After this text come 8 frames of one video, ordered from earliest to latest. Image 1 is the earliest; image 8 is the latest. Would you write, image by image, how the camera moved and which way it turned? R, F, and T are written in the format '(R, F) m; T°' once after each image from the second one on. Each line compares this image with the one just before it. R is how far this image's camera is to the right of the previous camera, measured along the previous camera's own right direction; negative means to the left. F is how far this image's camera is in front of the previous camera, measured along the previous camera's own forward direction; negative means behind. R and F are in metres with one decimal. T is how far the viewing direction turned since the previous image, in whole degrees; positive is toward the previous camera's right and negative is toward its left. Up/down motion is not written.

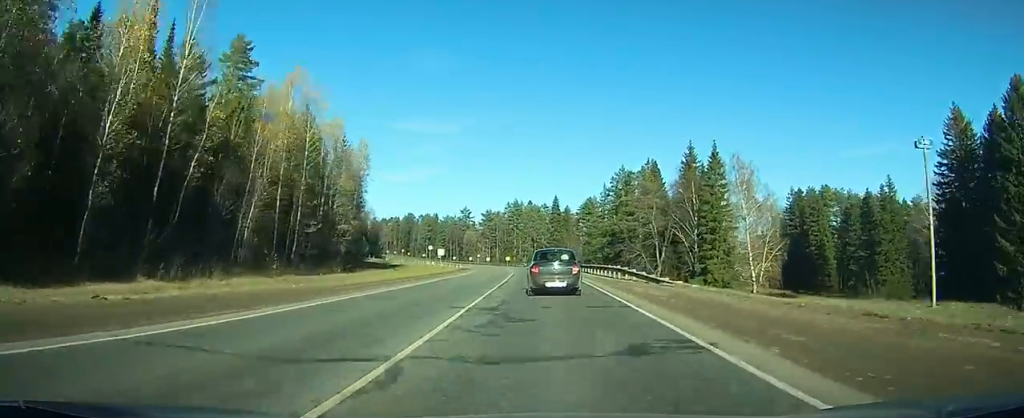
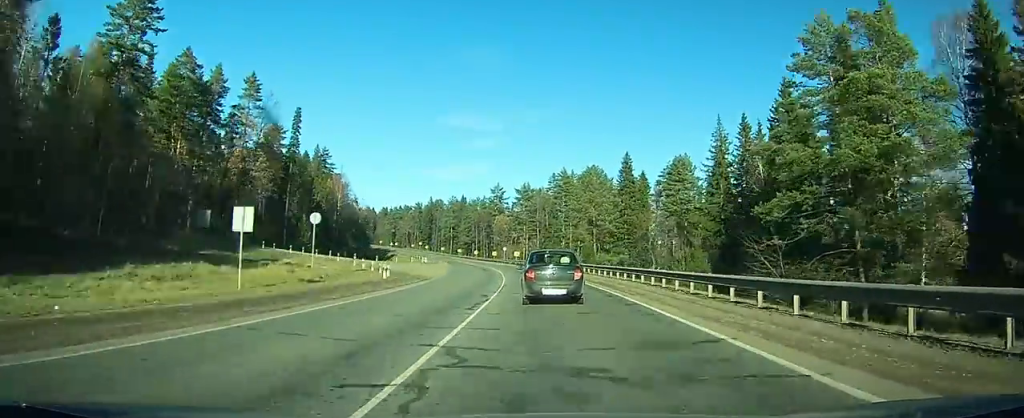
(-3.1, +68.6) m; -5°
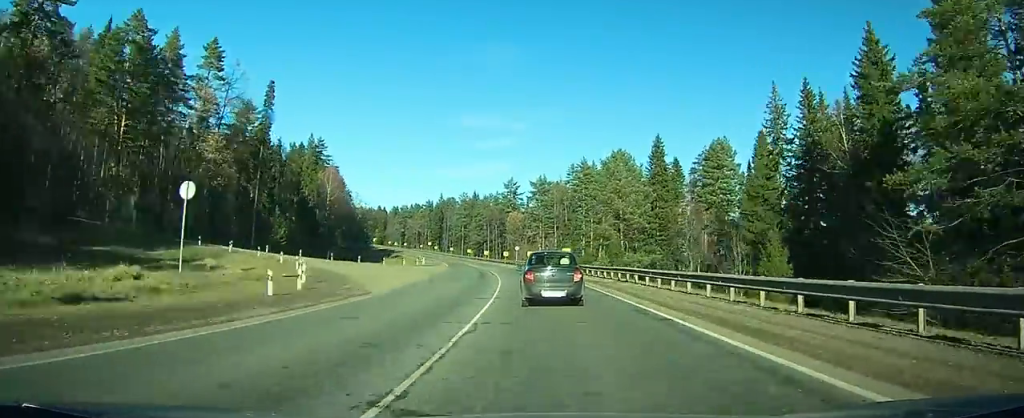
(+0.2, +16.4) m; -1°
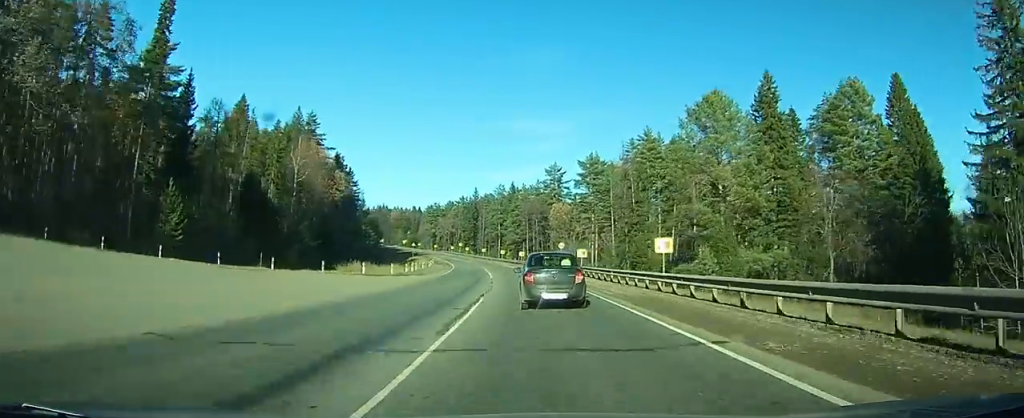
(-1.2, +34.0) m; -4°
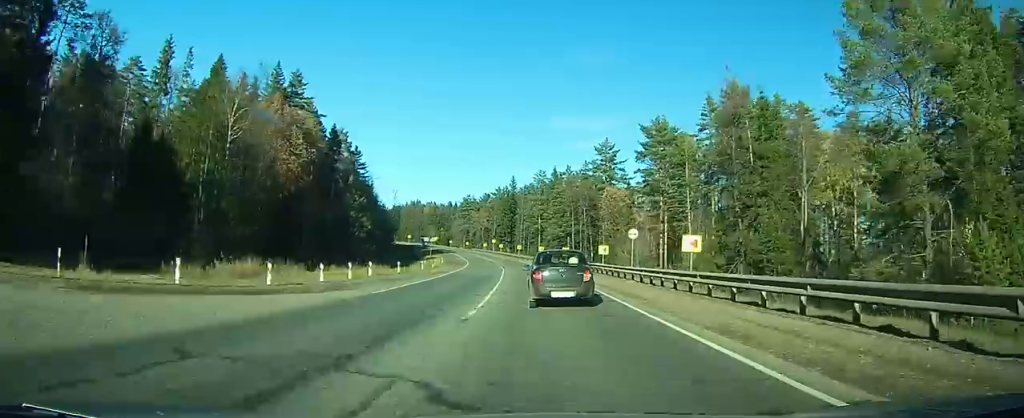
(-1.0, +28.3) m; -4°
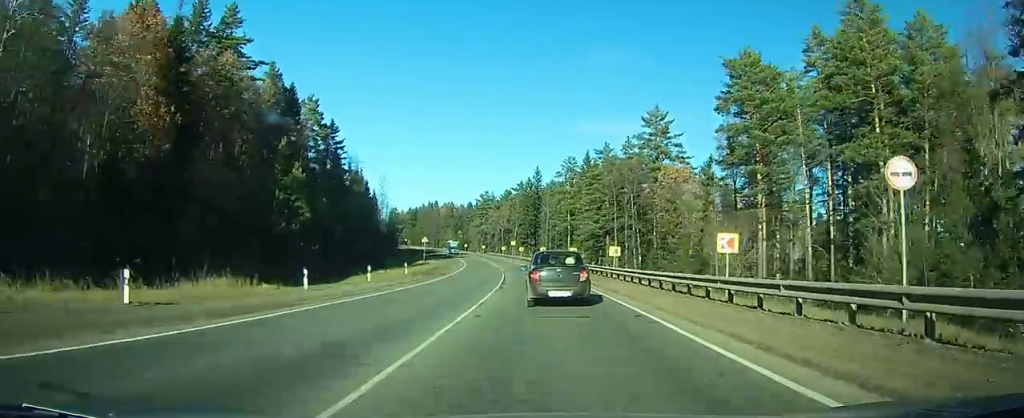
(-0.8, +29.6) m; -4°
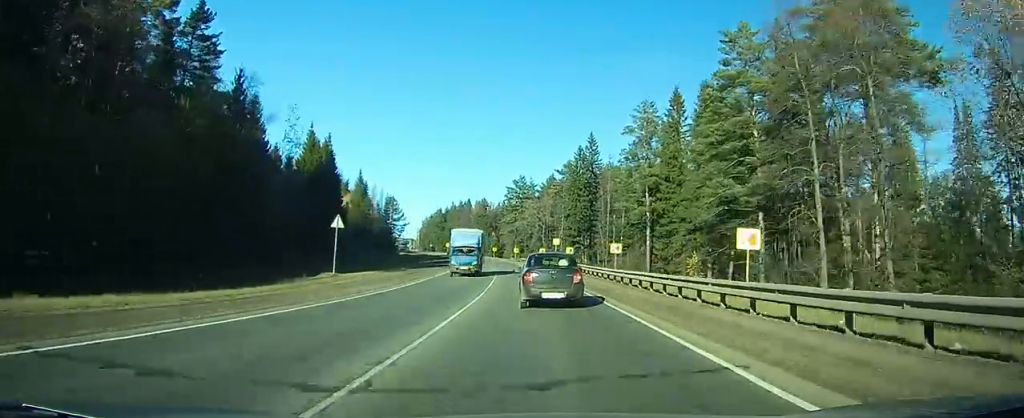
(-2.8, +51.0) m; -5°
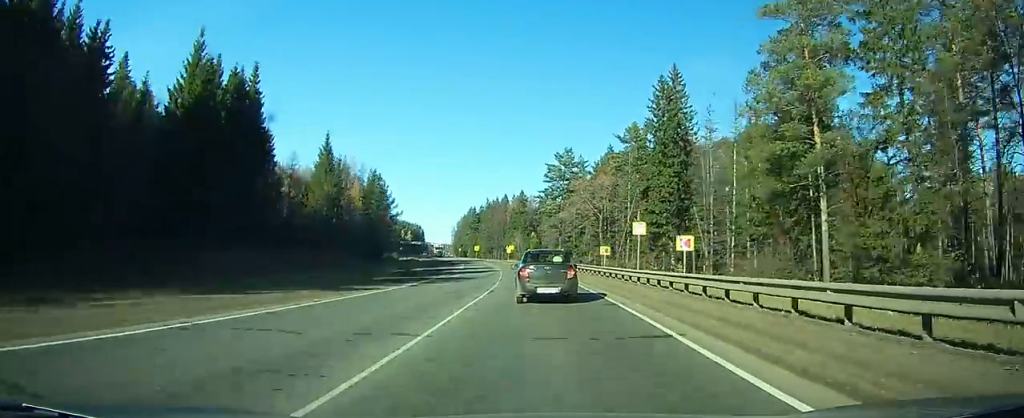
(-1.1, +41.4) m; -3°
